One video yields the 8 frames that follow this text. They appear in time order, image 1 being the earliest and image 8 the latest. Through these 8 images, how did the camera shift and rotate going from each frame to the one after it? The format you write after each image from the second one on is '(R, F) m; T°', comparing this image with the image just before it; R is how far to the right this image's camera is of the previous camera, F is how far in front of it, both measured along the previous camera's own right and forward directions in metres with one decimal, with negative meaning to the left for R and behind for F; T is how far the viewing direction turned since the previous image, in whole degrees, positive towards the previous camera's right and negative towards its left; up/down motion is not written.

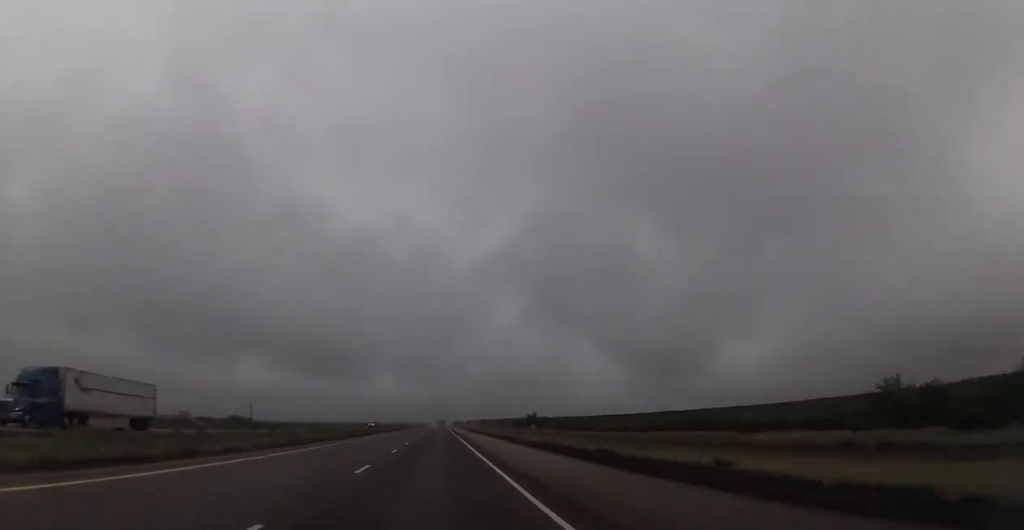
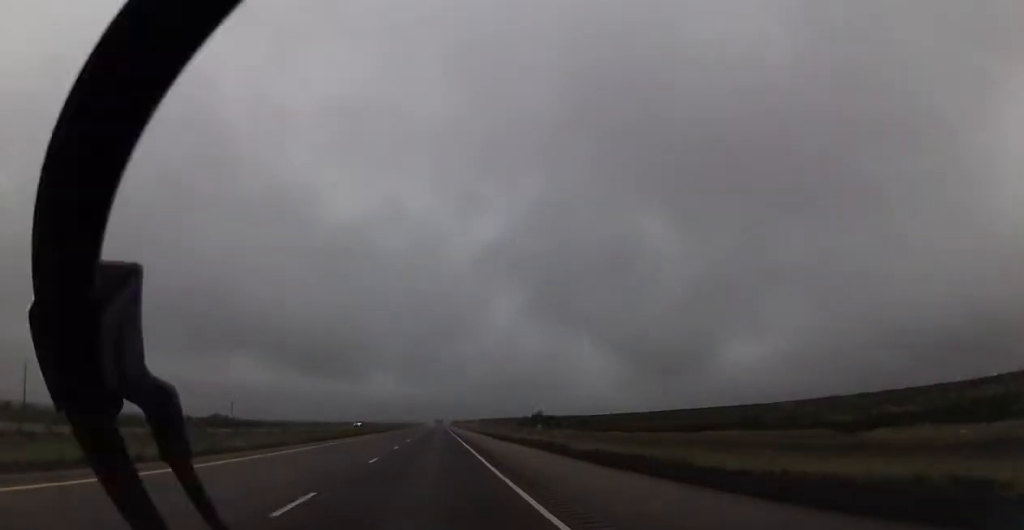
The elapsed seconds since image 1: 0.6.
(-0.2, +20.6) m; 0°
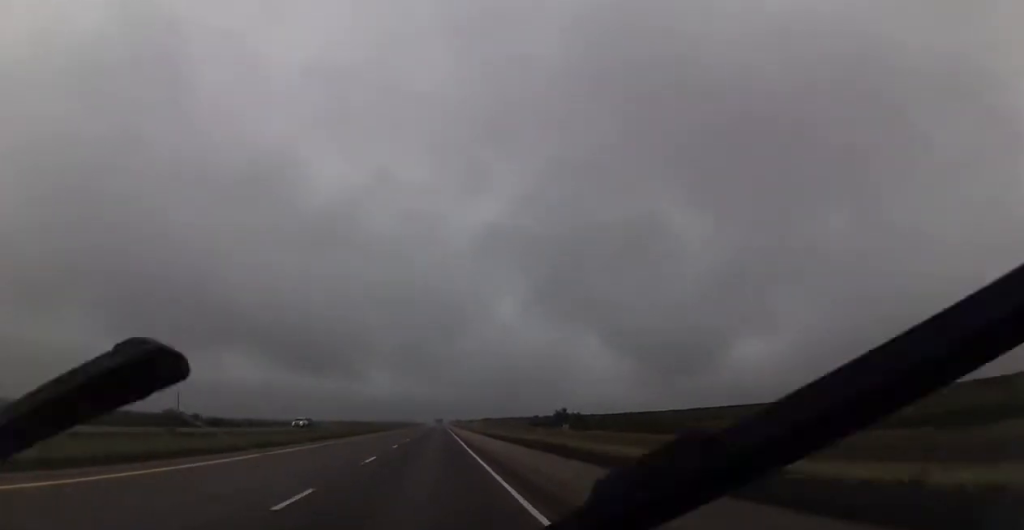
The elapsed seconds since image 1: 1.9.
(+0.7, +48.3) m; +1°
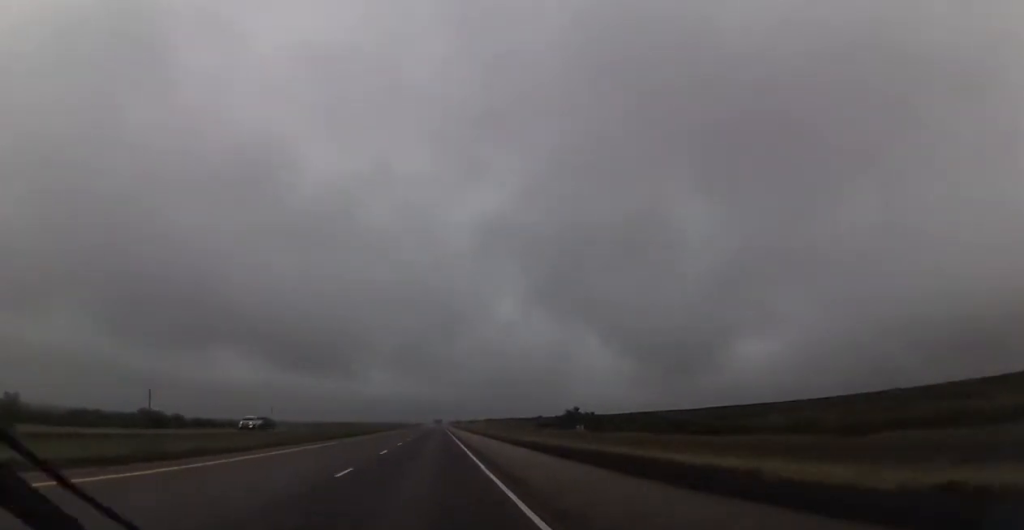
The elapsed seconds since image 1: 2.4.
(-0.1, +18.1) m; 0°
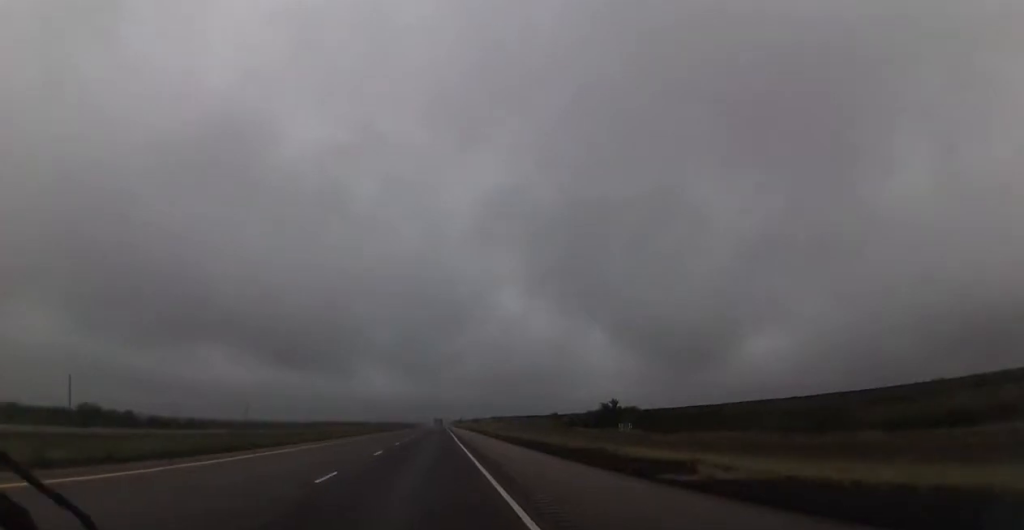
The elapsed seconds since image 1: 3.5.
(-0.2, +38.7) m; 0°
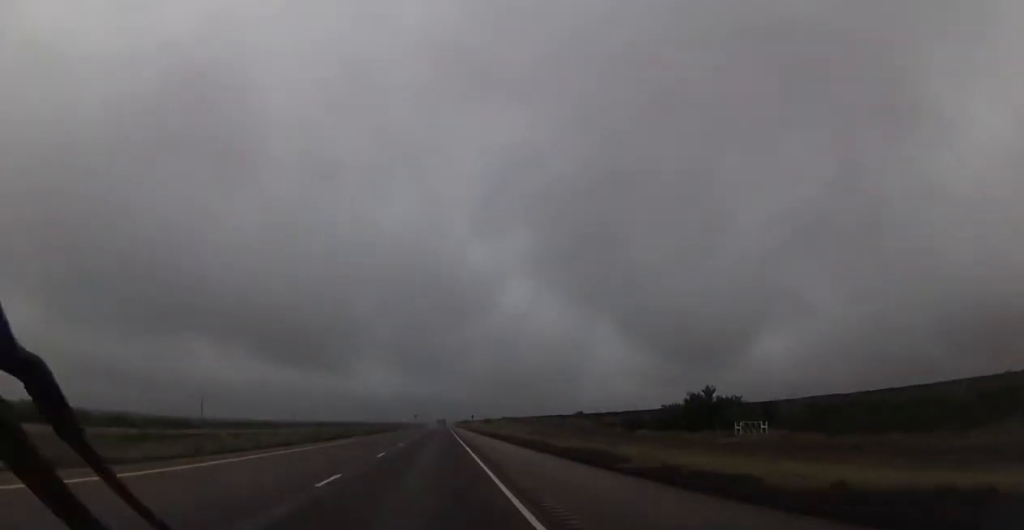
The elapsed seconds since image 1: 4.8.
(+0.4, +49.7) m; 0°
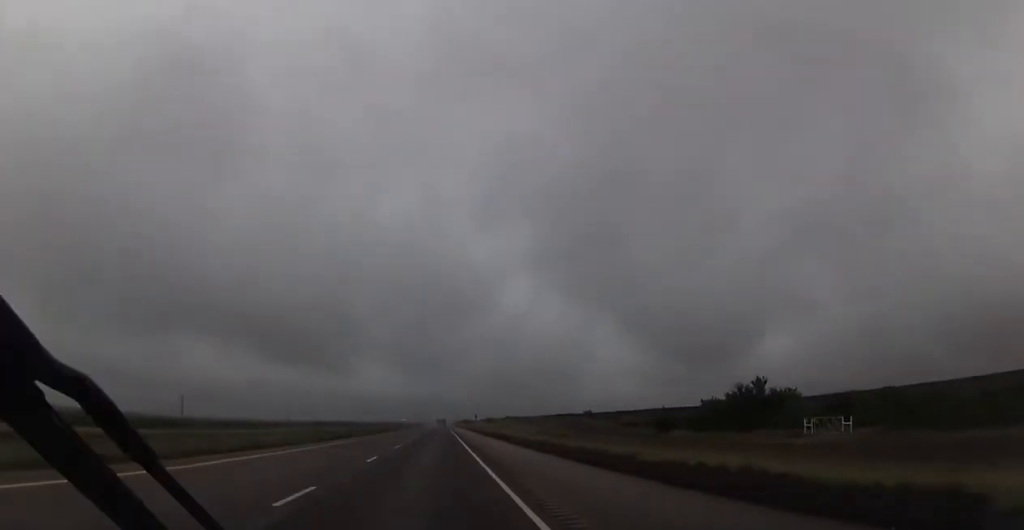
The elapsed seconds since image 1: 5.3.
(-0.2, +15.8) m; 0°
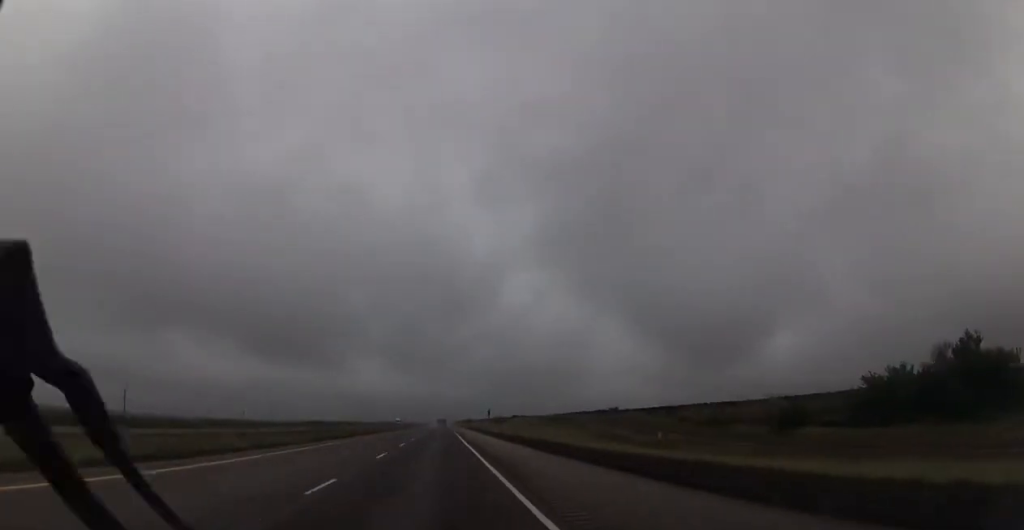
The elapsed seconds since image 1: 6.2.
(0.0, +35.2) m; 0°
